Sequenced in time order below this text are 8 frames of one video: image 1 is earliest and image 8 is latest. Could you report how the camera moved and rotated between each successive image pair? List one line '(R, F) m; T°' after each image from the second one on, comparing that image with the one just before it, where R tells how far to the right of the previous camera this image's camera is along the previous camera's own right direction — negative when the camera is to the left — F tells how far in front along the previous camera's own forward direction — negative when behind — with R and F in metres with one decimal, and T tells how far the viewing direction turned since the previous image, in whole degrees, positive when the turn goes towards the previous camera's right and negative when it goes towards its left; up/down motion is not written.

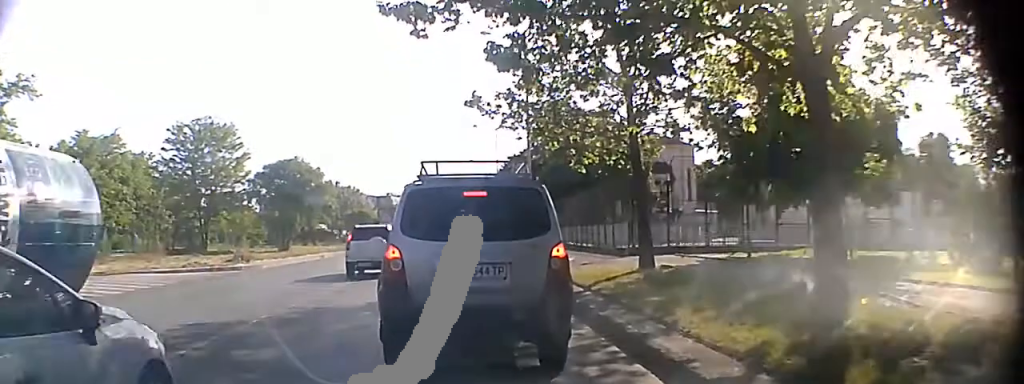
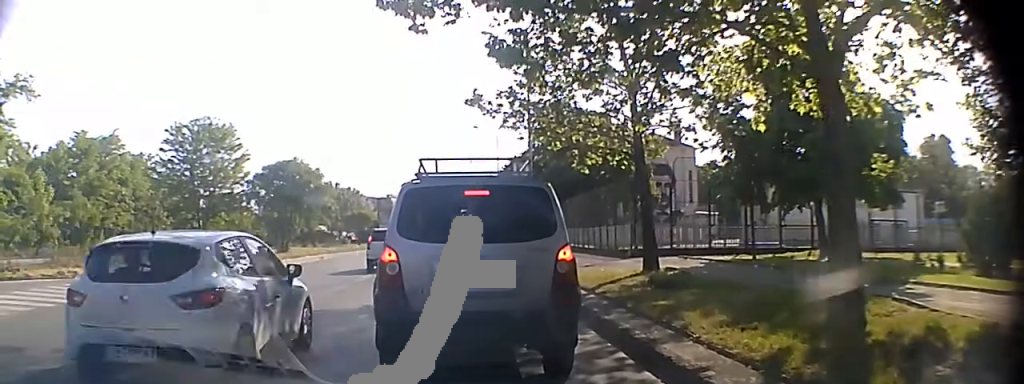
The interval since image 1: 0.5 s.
(0.0, -0.2) m; 0°
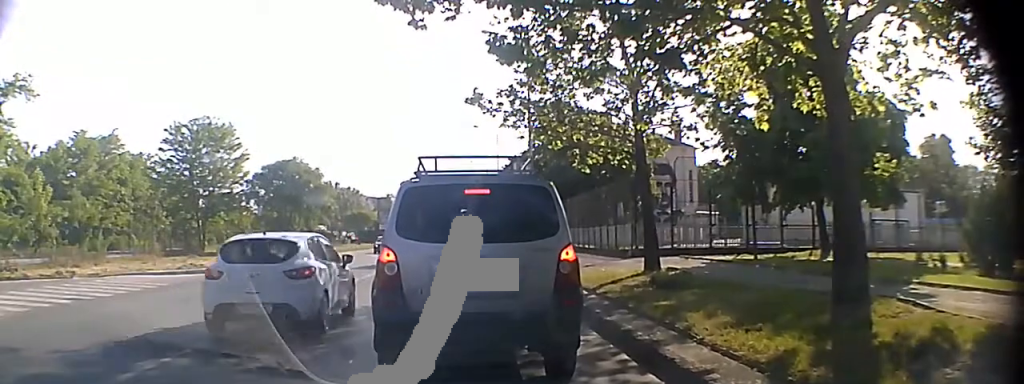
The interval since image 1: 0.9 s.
(0.0, -0.2) m; 0°
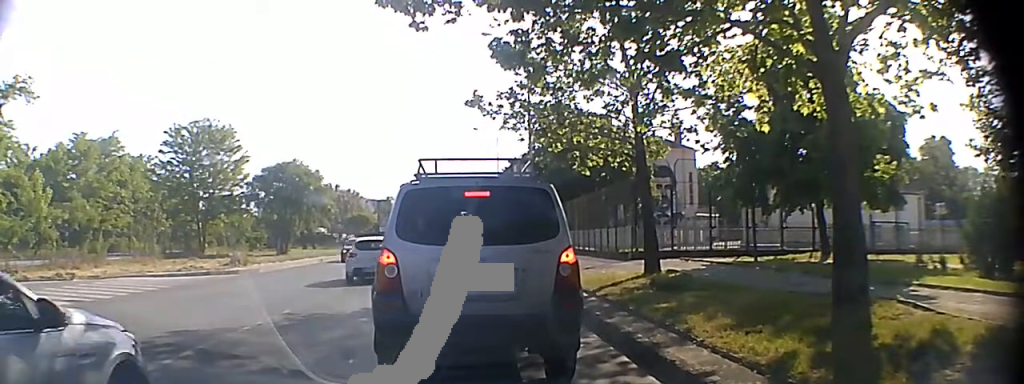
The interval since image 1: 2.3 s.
(0.0, -0.2) m; 0°
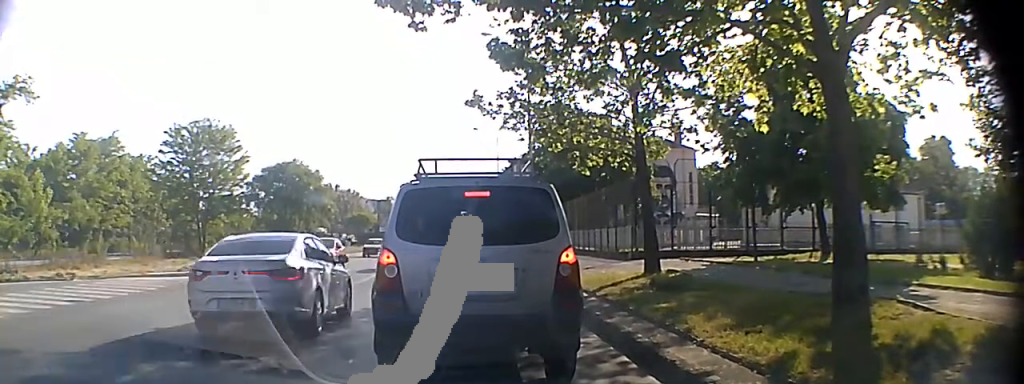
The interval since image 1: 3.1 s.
(0.0, 0.0) m; 0°
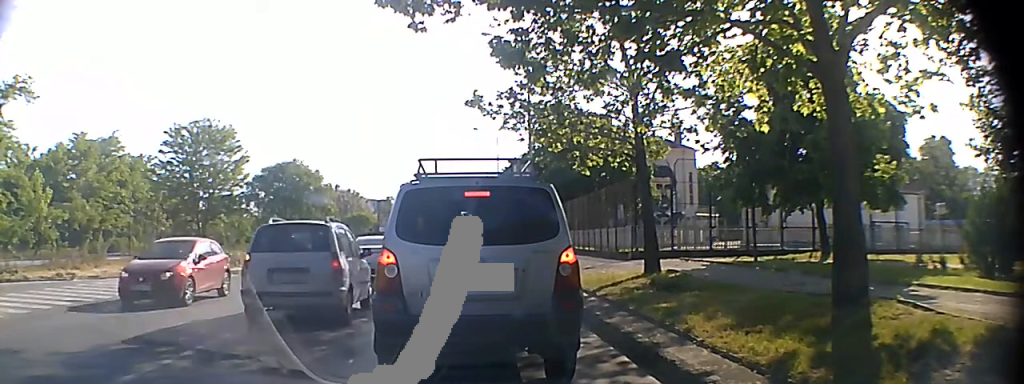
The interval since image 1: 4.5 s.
(0.0, 0.0) m; 0°
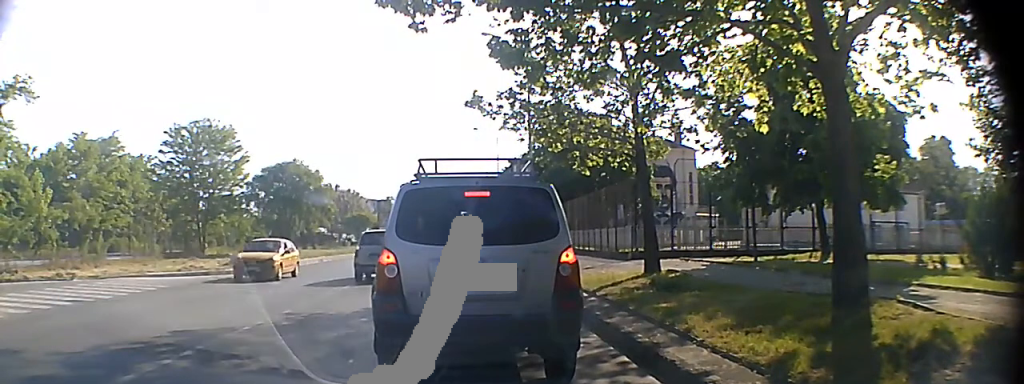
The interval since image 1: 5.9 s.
(0.0, 0.0) m; 0°
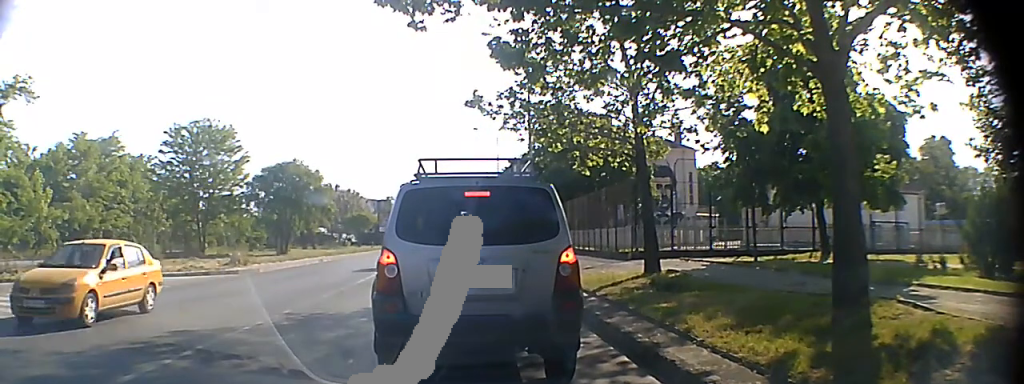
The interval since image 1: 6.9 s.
(0.0, 0.0) m; 0°
